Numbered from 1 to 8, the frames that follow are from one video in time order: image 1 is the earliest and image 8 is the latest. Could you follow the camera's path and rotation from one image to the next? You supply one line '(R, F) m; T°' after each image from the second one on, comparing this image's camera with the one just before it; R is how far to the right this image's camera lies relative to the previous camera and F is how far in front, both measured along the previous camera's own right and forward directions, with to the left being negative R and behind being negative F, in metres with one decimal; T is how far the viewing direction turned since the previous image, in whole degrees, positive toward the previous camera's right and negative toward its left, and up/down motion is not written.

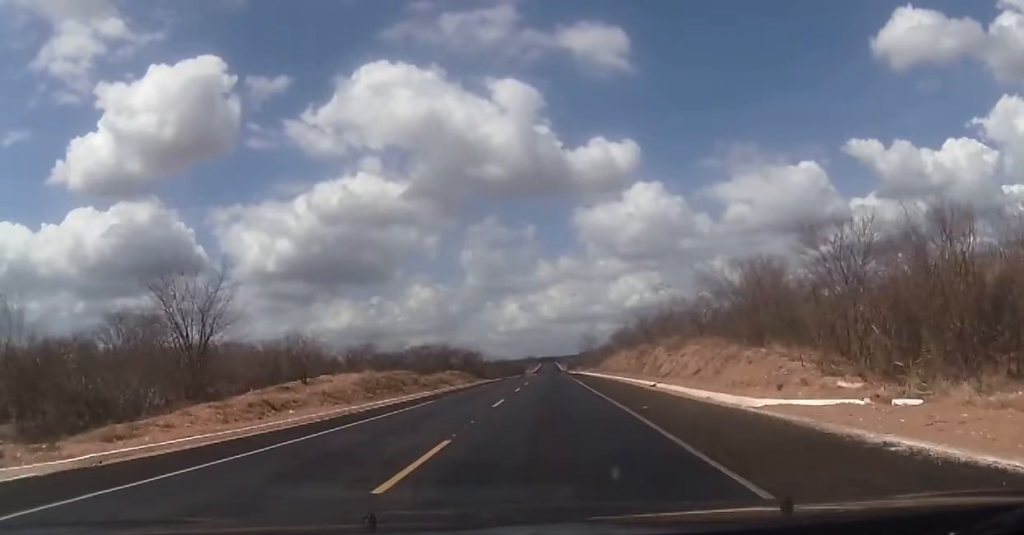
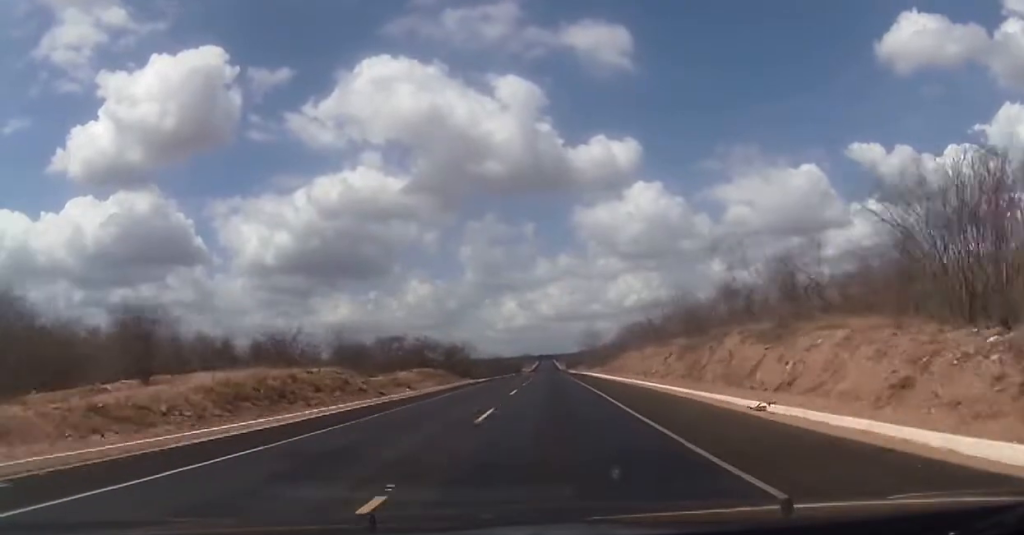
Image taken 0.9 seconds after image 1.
(-0.3, +18.6) m; -1°
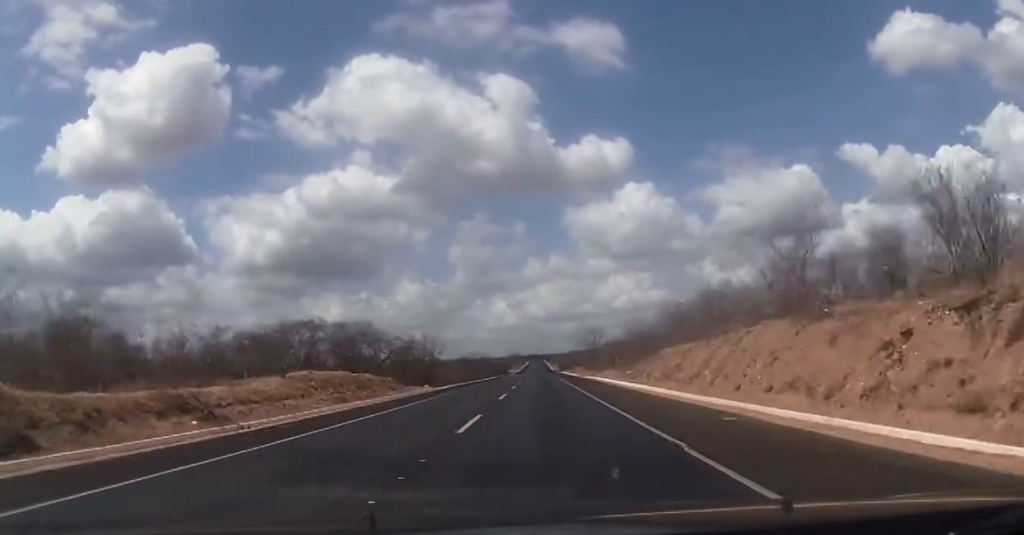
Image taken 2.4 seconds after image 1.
(-0.1, +28.7) m; +1°
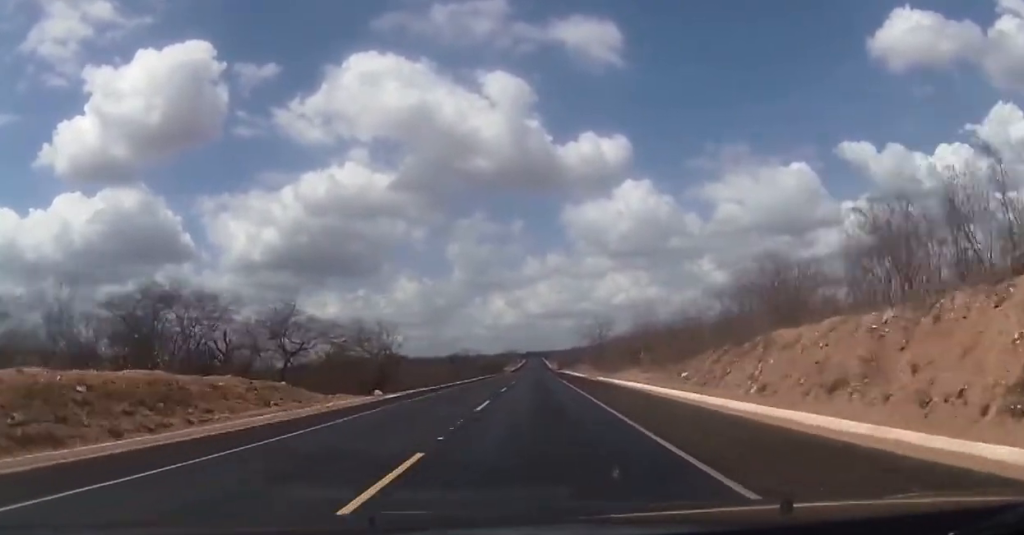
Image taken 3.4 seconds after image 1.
(+0.6, +21.3) m; 0°
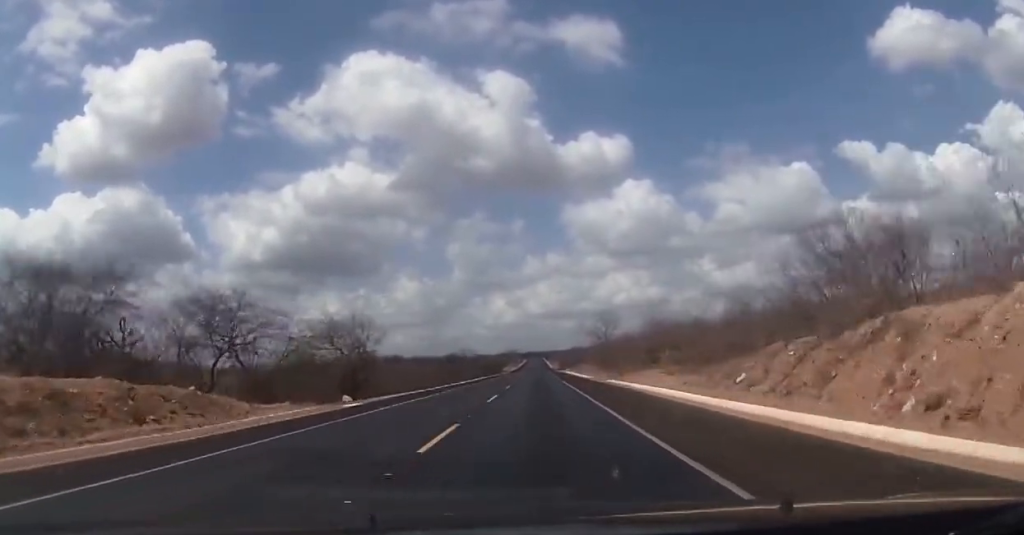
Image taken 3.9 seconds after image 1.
(-0.1, +8.7) m; 0°
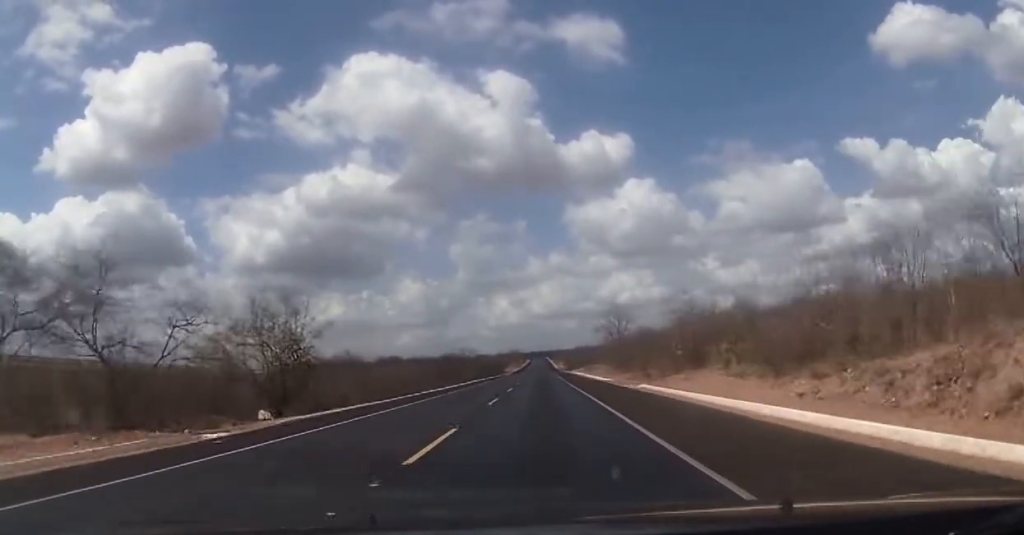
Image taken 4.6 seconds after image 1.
(-0.4, +14.1) m; 0°
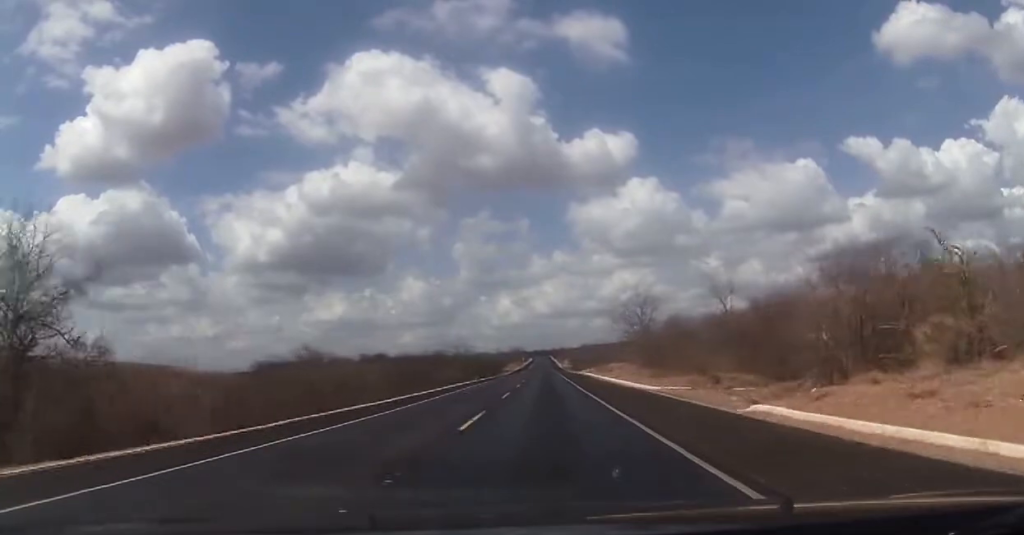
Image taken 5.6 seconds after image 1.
(+0.5, +20.5) m; 0°
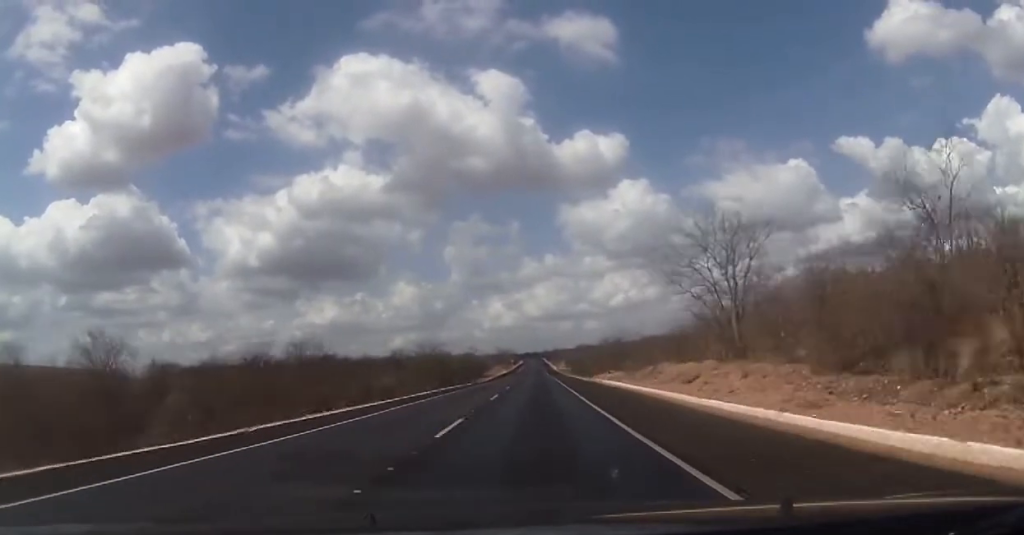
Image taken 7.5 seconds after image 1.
(0.0, +40.1) m; +1°
